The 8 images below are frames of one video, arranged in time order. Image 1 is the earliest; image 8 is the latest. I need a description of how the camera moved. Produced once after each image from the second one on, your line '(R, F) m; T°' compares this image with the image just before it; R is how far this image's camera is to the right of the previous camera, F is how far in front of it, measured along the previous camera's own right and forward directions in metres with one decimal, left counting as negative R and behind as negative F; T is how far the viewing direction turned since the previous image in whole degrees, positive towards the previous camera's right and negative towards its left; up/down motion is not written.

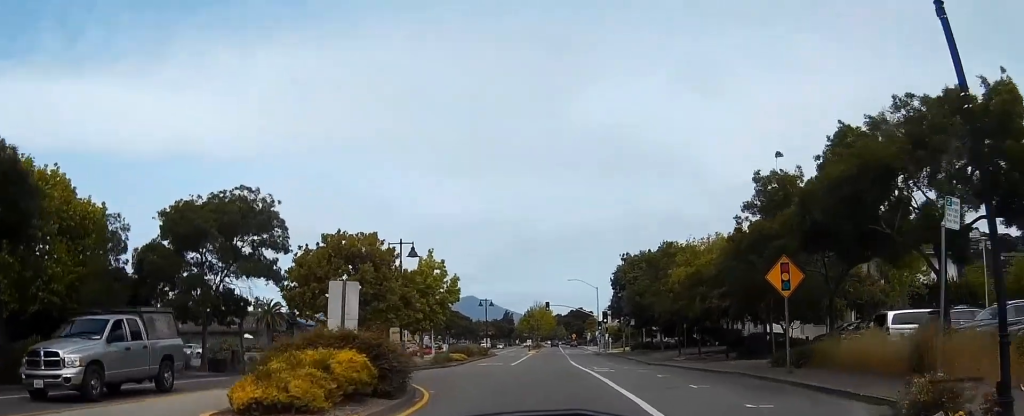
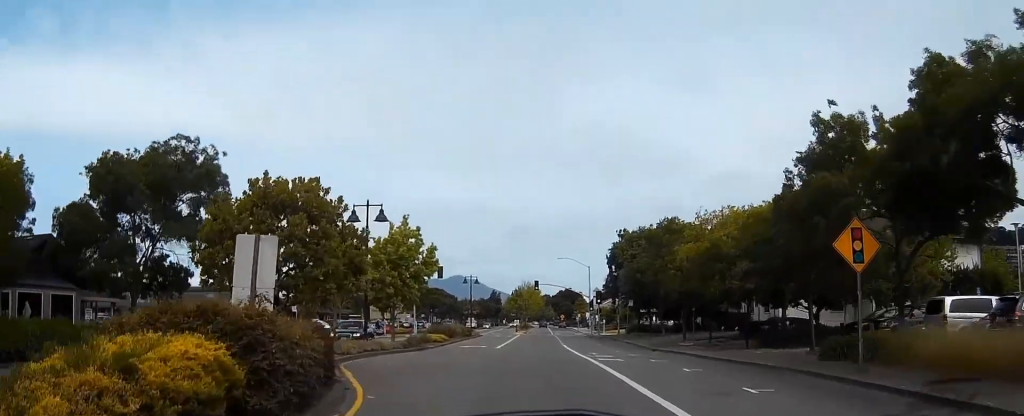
(0.0, +5.7) m; +1°
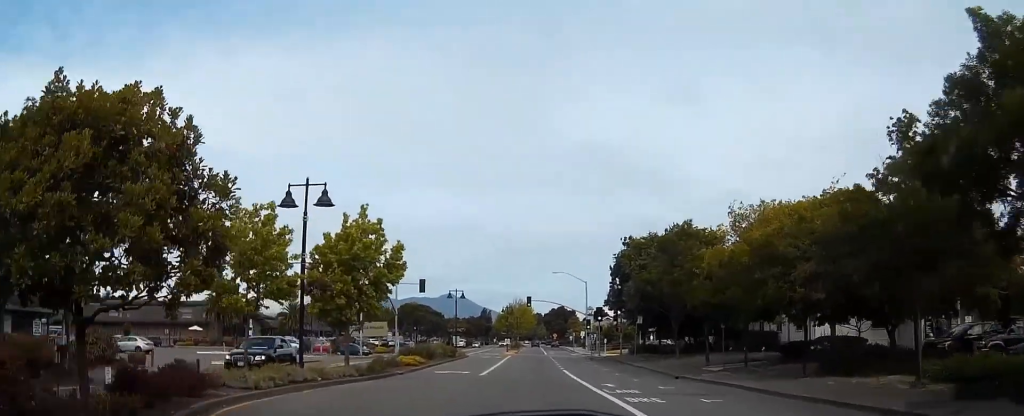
(+0.1, +8.2) m; +1°
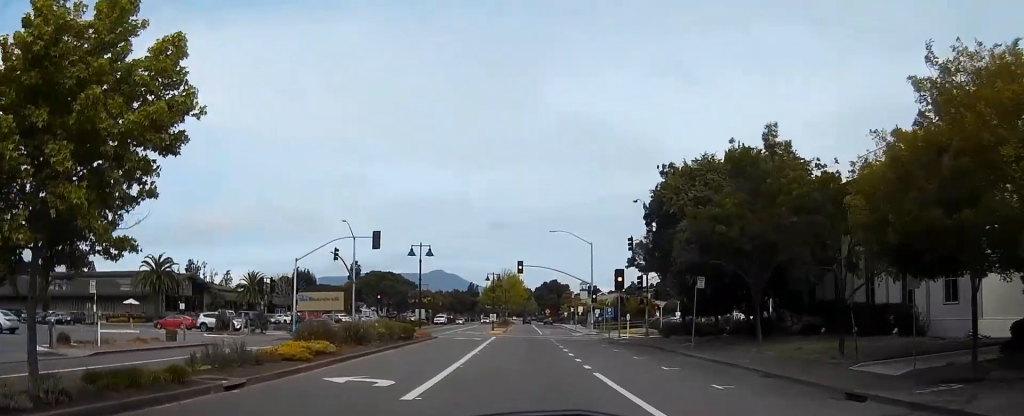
(+0.1, +18.5) m; +1°
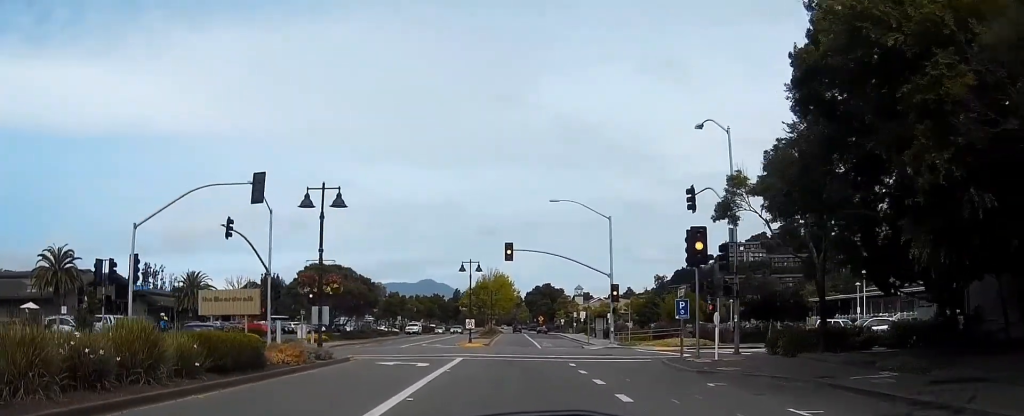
(+0.5, +23.0) m; +1°
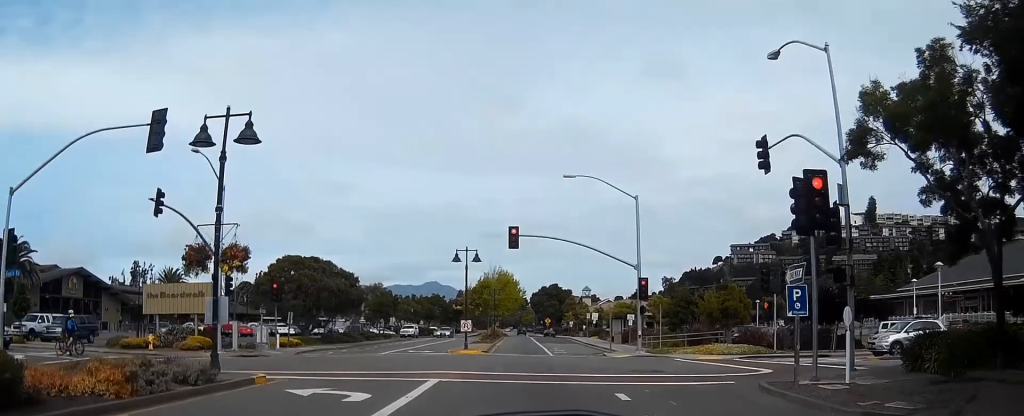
(-0.1, +10.7) m; -1°
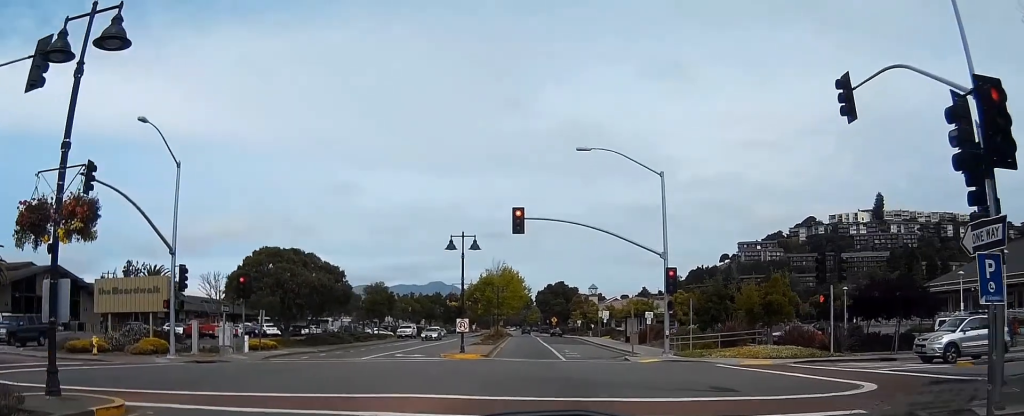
(-0.1, +7.5) m; -2°
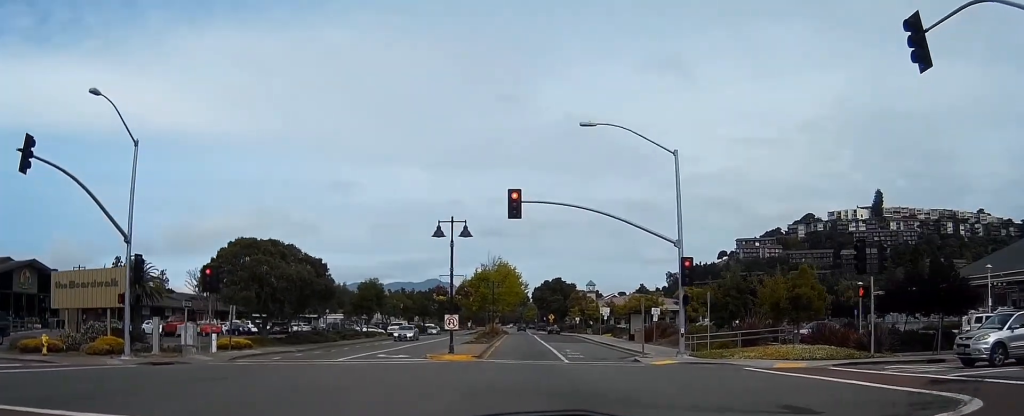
(-0.1, +6.6) m; 0°
